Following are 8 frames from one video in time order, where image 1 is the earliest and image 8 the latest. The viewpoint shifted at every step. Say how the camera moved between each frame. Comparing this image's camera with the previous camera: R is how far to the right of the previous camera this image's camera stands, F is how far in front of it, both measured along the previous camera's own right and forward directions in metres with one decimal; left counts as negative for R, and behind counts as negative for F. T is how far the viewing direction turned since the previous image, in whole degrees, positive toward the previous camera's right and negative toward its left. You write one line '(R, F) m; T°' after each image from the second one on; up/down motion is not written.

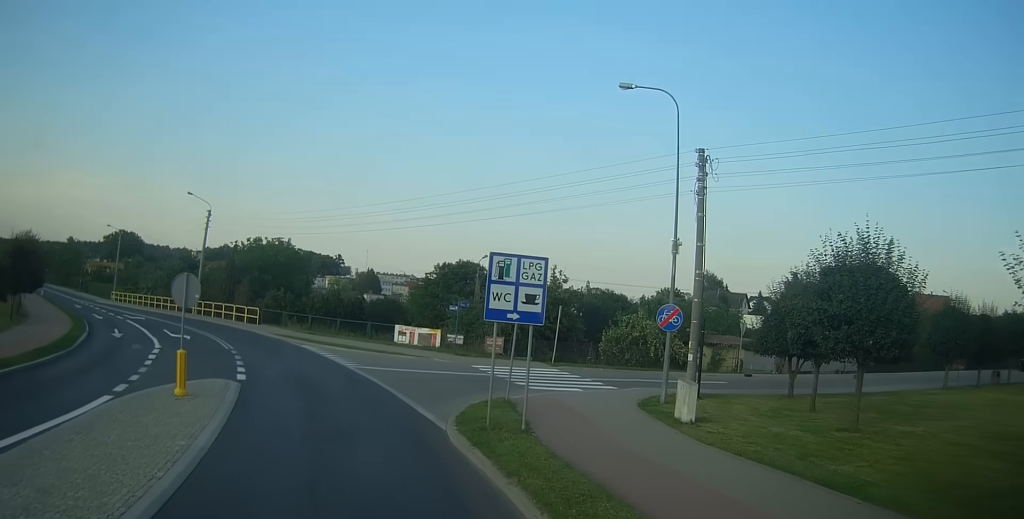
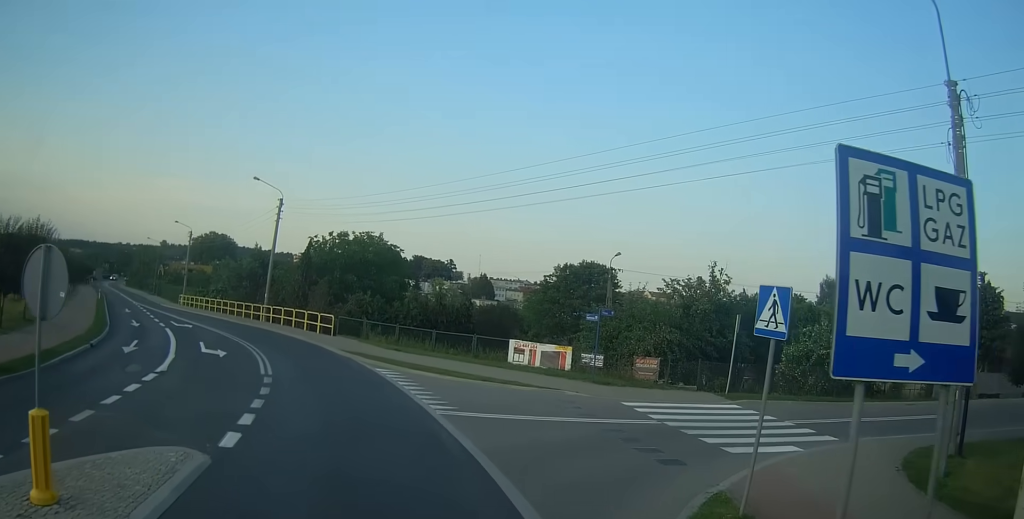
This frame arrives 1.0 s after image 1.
(-0.6, +9.1) m; -12°
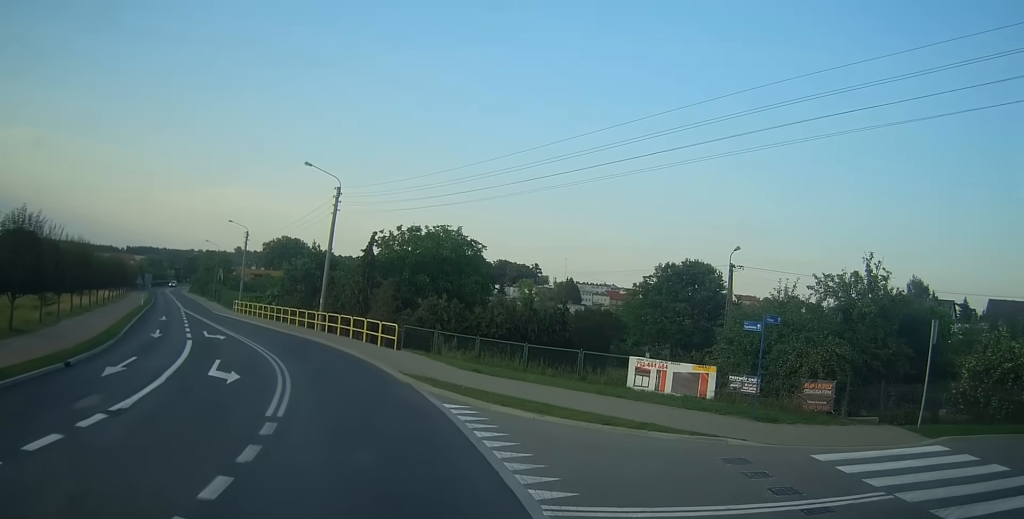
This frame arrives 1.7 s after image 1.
(-0.8, +7.0) m; -11°
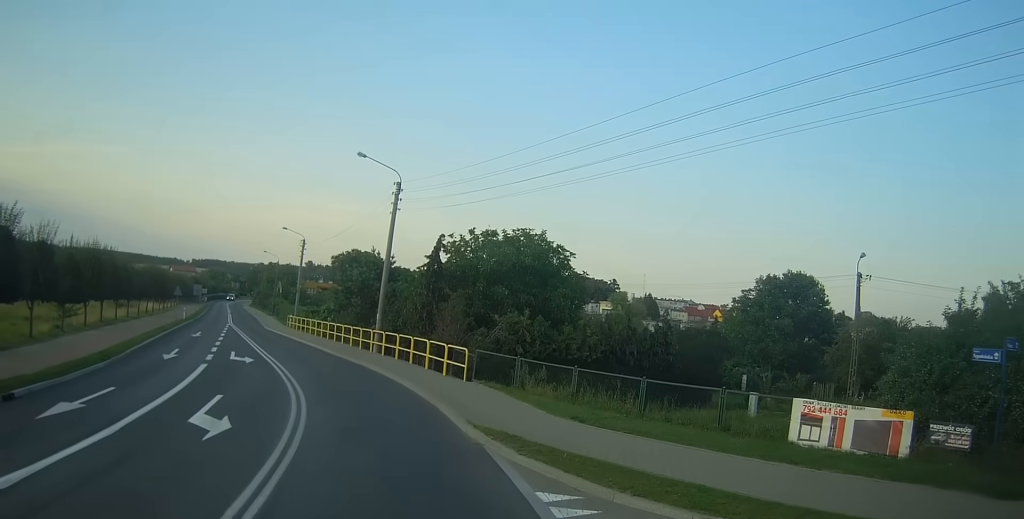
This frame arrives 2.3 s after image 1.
(-0.4, +6.1) m; -9°
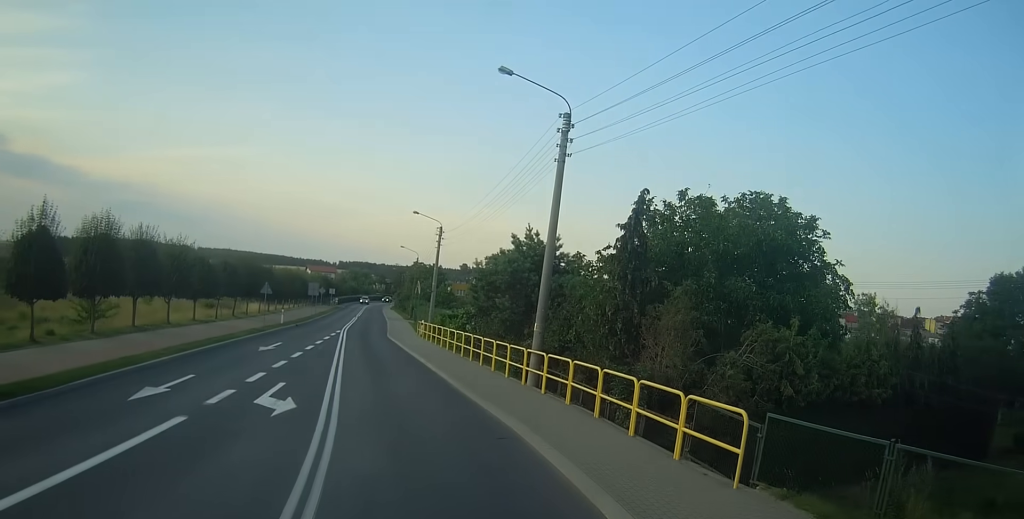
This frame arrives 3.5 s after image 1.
(-1.7, +12.3) m; -12°
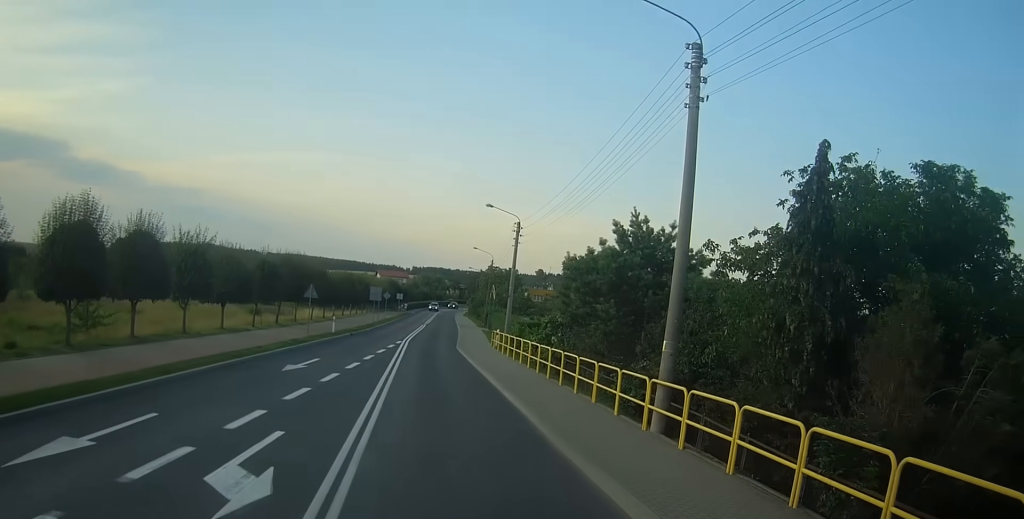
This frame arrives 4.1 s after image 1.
(-0.3, +6.5) m; -4°
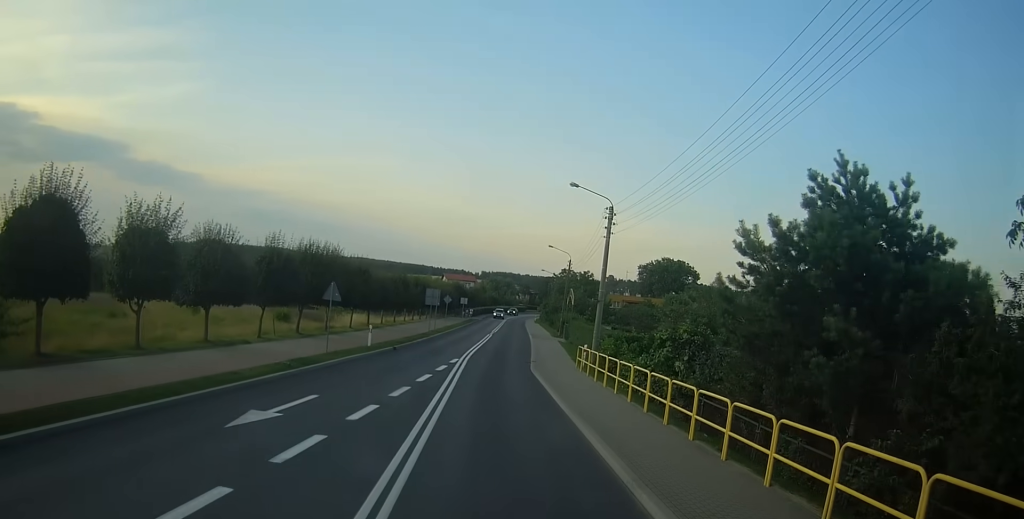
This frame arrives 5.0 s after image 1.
(-0.3, +10.1) m; -2°
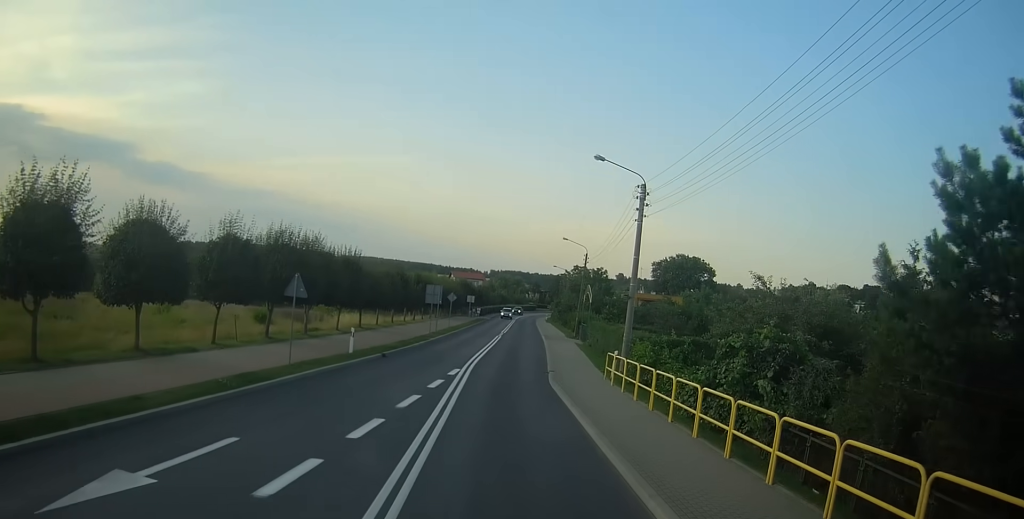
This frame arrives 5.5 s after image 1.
(0.0, +6.2) m; 0°
